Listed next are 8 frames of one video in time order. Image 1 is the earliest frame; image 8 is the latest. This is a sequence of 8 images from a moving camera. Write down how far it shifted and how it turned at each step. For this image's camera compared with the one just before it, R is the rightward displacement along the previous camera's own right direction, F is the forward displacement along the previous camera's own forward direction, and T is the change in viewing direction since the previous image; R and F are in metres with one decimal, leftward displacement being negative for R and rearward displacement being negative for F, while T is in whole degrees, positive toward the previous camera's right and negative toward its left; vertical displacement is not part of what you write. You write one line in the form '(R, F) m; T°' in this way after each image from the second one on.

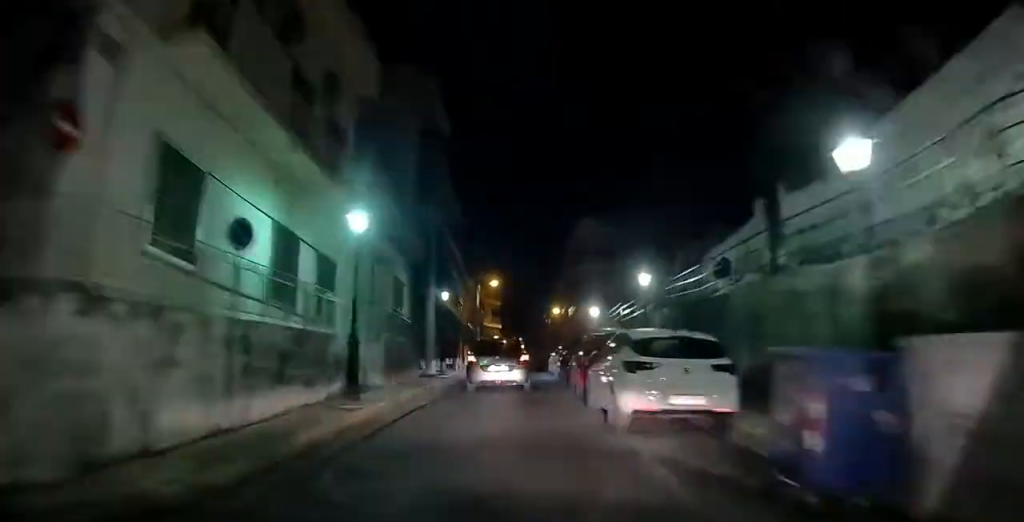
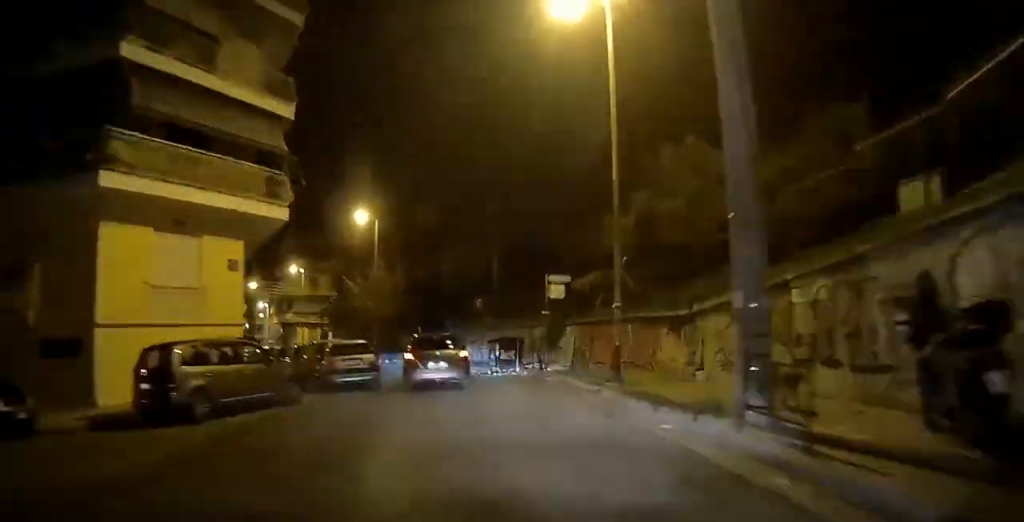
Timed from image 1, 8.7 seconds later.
(+0.7, +63.0) m; -6°
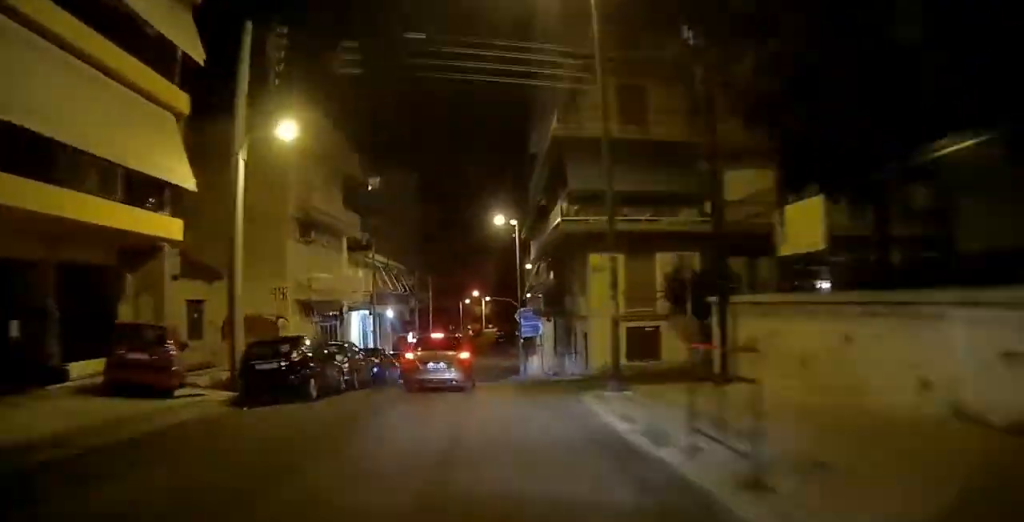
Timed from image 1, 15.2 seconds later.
(-7.5, +42.3) m; -11°
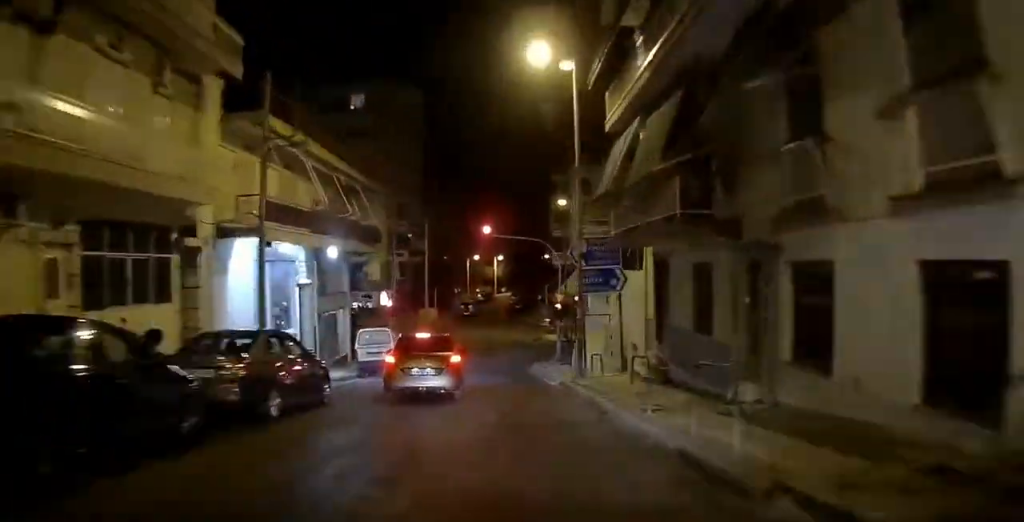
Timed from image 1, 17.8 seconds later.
(-1.9, +17.2) m; +2°
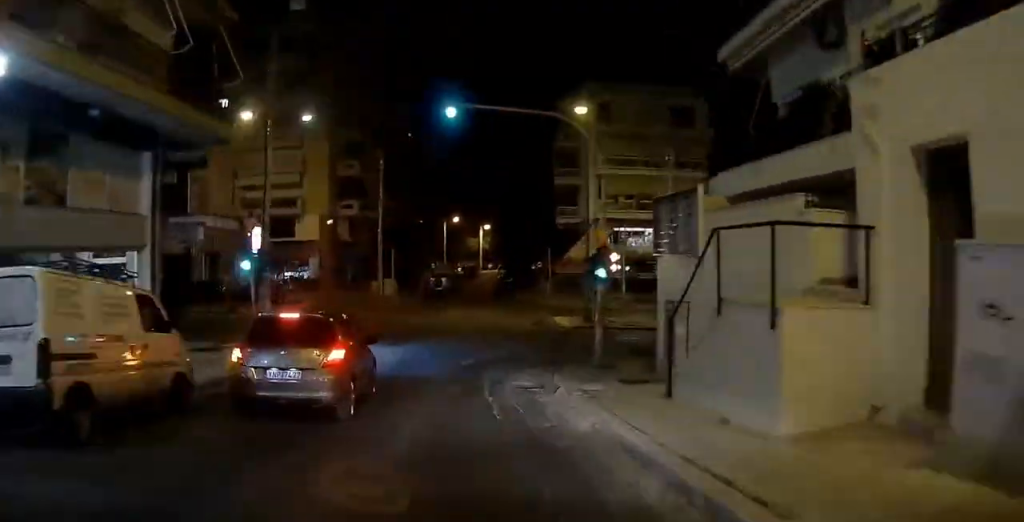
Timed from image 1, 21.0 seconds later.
(+2.2, +19.6) m; +26°
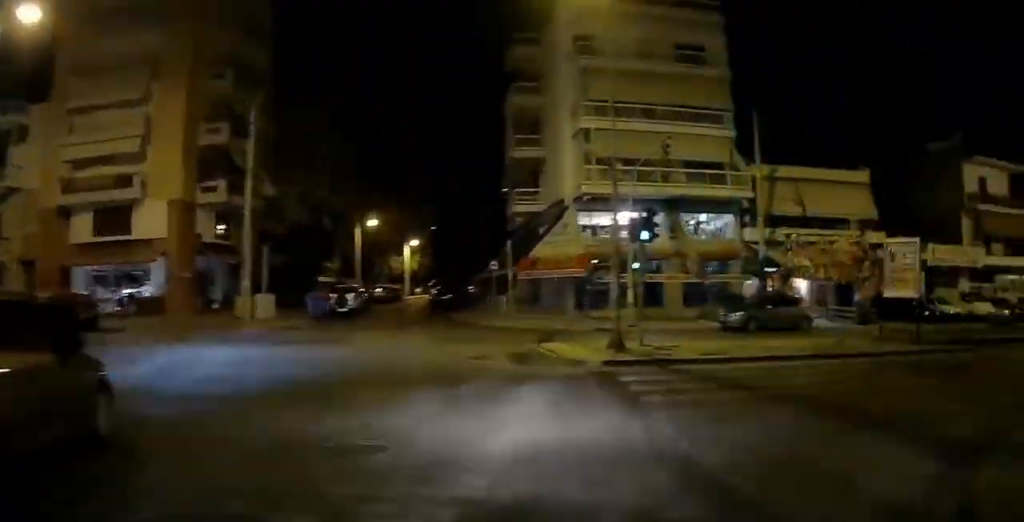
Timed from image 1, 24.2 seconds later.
(+1.5, +18.8) m; +27°
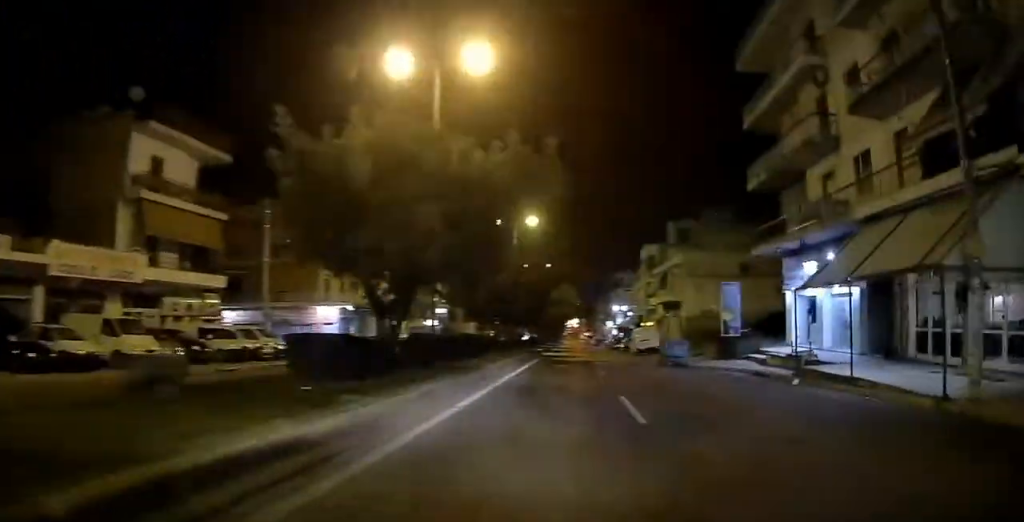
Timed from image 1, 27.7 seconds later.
(+11.2, +29.1) m; +22°
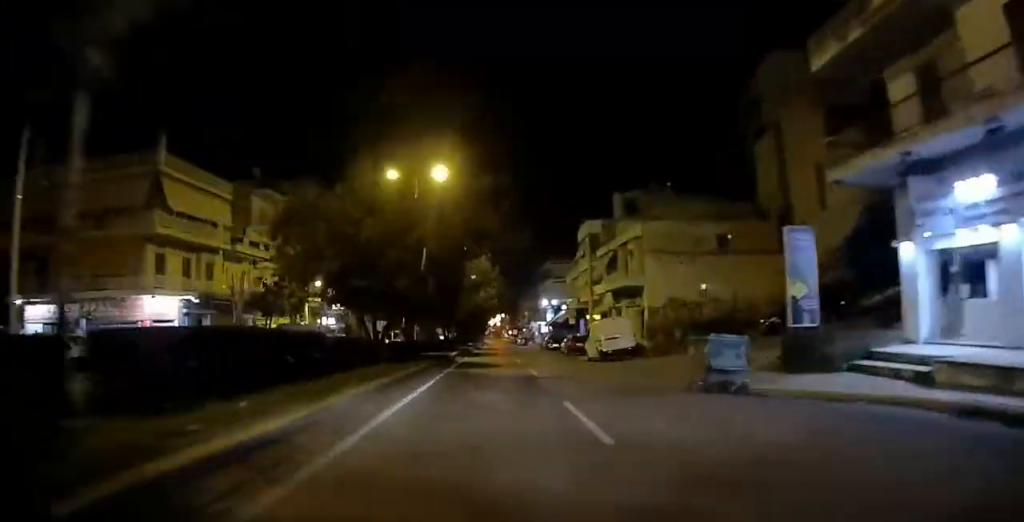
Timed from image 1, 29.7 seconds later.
(+2.0, +21.4) m; +5°
